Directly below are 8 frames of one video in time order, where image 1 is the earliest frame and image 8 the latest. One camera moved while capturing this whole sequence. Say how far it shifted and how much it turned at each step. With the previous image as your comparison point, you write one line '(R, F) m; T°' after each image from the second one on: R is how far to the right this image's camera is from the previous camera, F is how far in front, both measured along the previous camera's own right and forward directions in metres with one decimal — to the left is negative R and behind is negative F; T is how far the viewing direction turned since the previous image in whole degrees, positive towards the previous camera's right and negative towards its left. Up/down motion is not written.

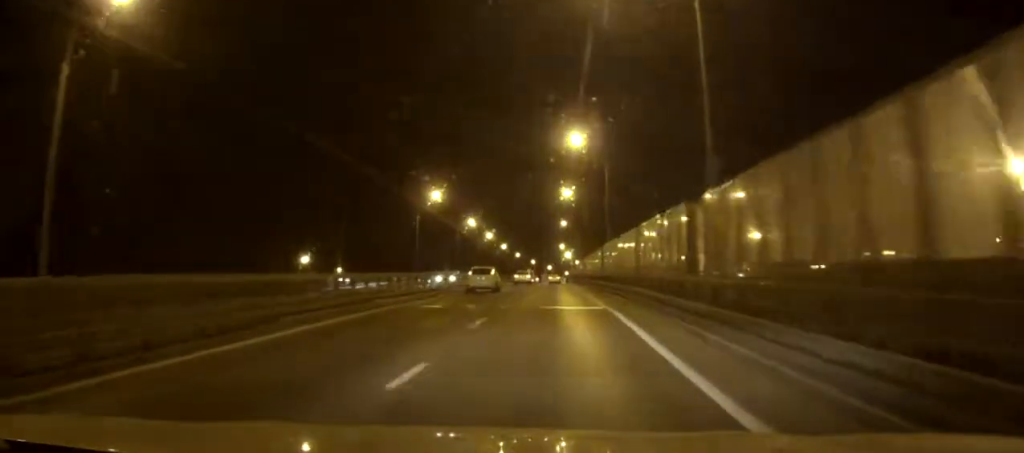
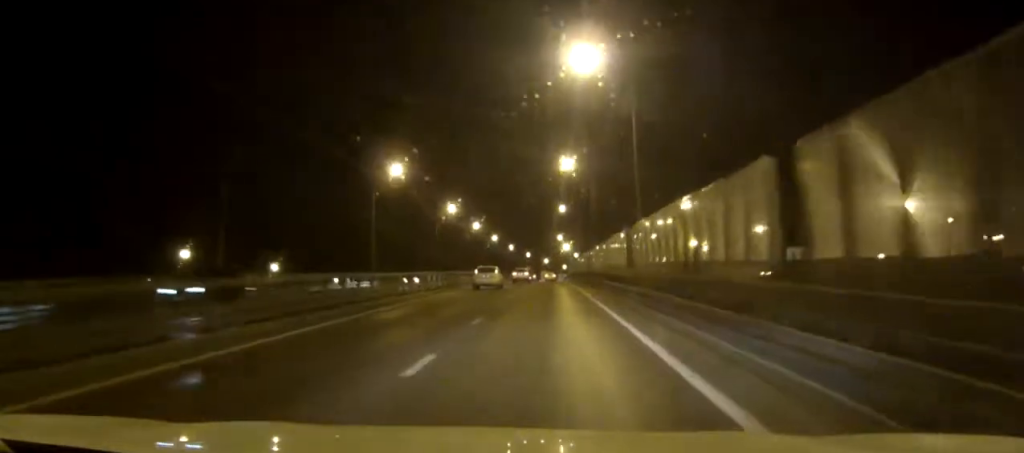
(0.0, +20.6) m; 0°
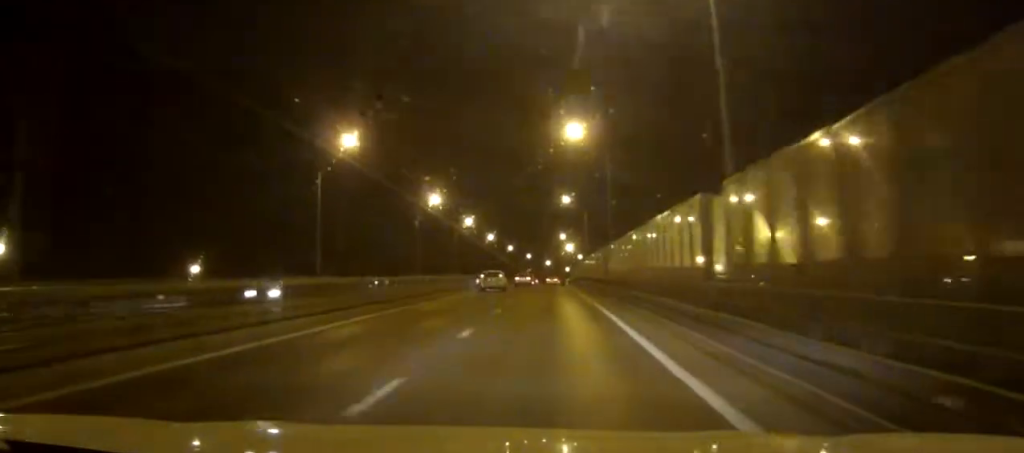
(0.0, +15.8) m; 0°
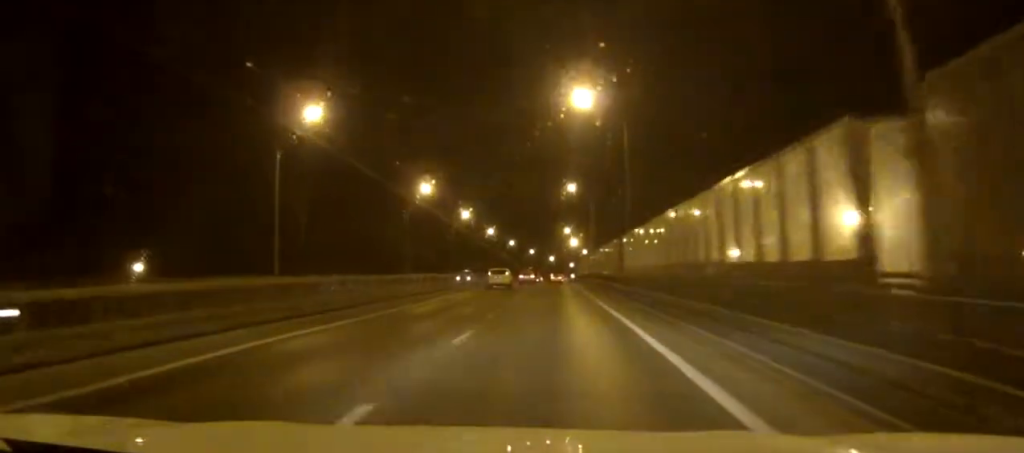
(0.0, +7.8) m; 0°
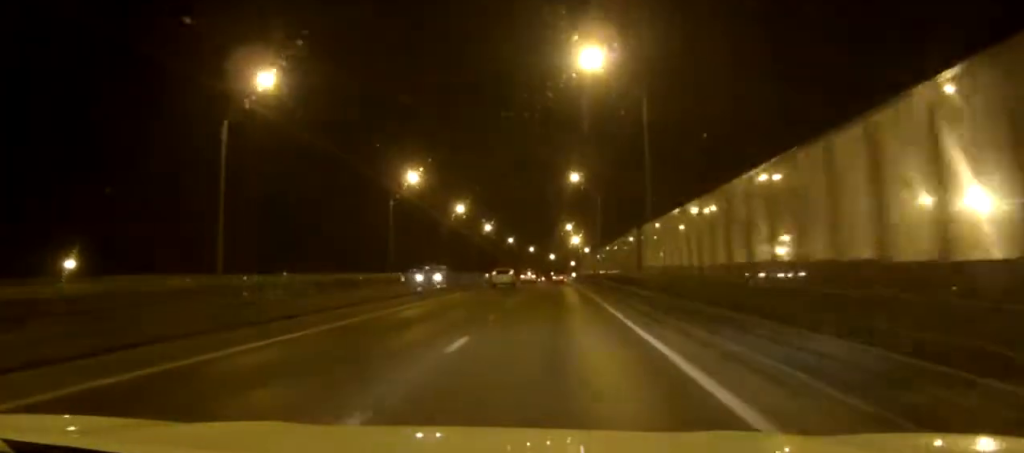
(0.0, +7.4) m; 0°
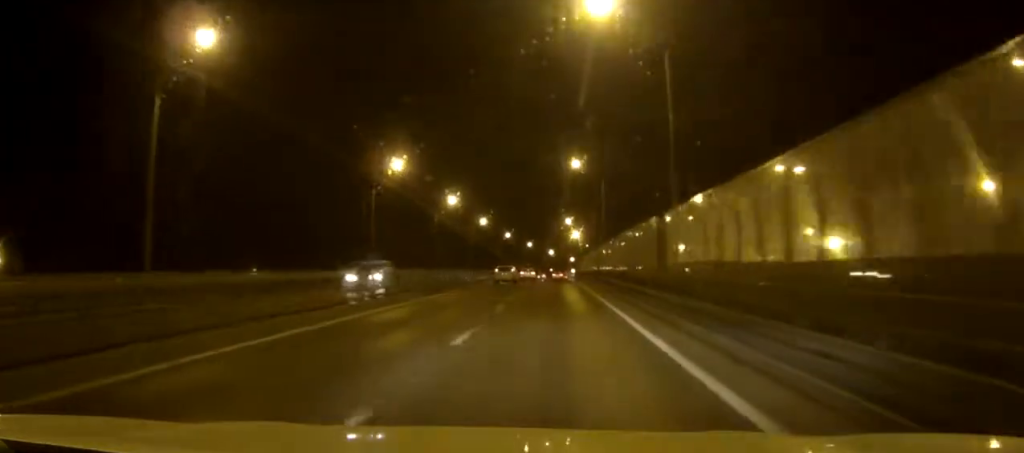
(0.0, +6.8) m; 0°
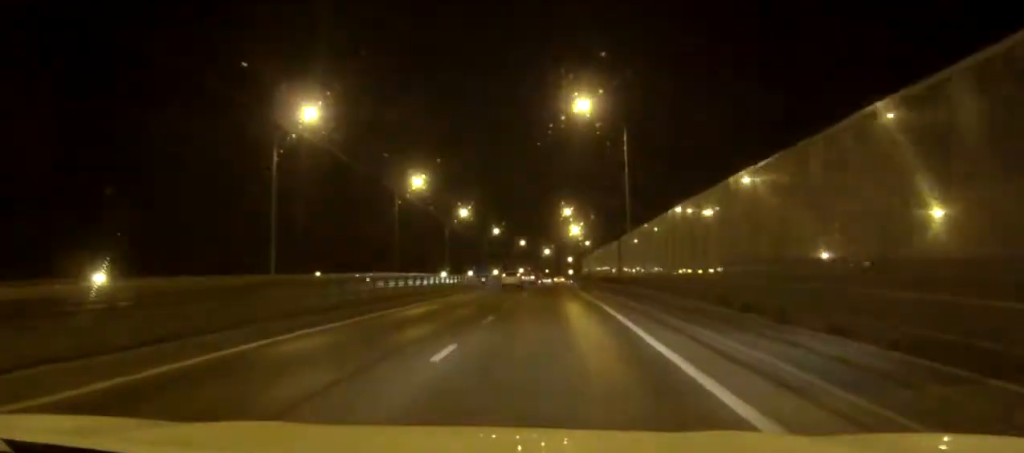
(0.0, +24.0) m; 0°
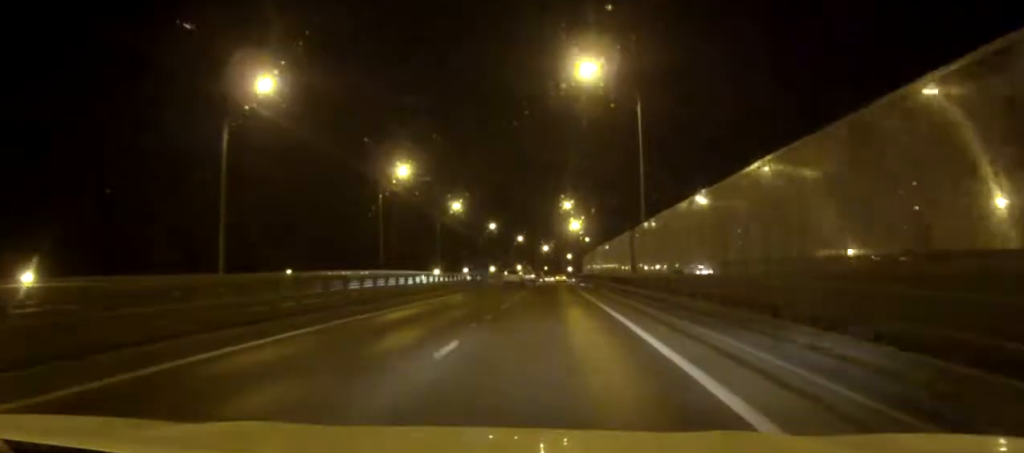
(0.0, +7.6) m; 0°
